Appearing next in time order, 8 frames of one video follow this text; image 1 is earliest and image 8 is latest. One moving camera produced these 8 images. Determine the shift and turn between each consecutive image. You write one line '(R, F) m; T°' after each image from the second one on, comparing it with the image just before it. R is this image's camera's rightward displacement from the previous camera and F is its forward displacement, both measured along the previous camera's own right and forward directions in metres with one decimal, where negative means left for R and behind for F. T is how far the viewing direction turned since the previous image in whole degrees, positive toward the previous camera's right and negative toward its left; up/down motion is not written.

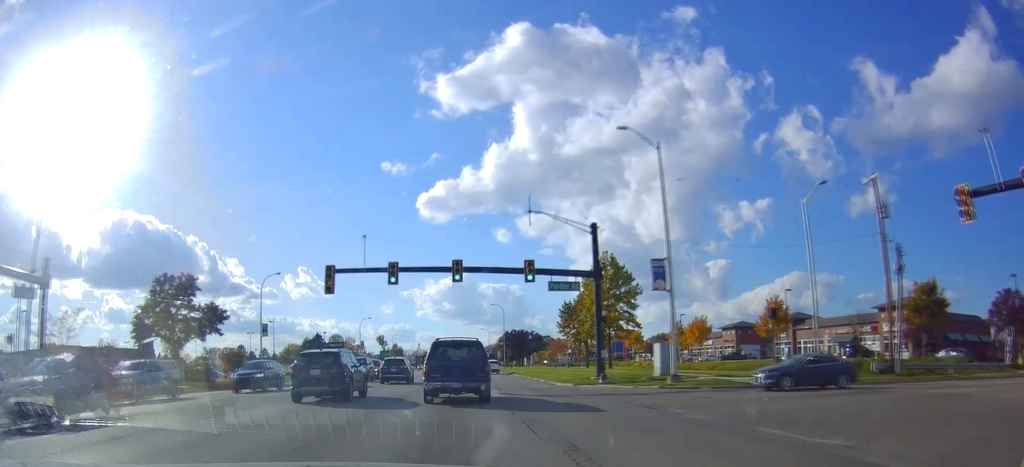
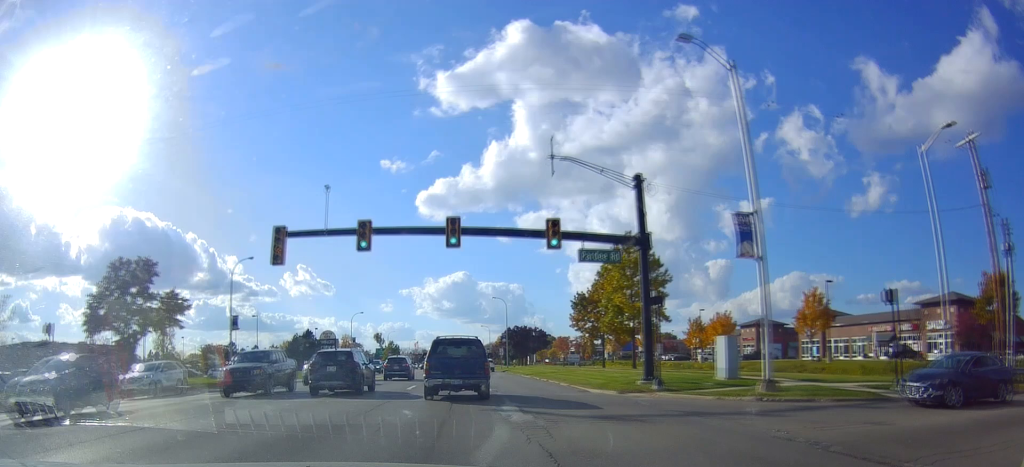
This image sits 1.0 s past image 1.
(-0.3, +8.4) m; -2°
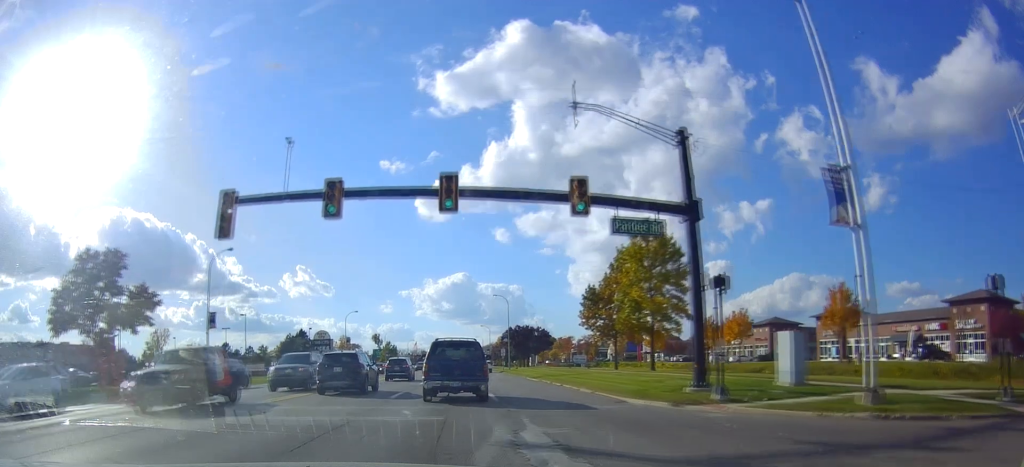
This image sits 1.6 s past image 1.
(0.0, +5.2) m; 0°
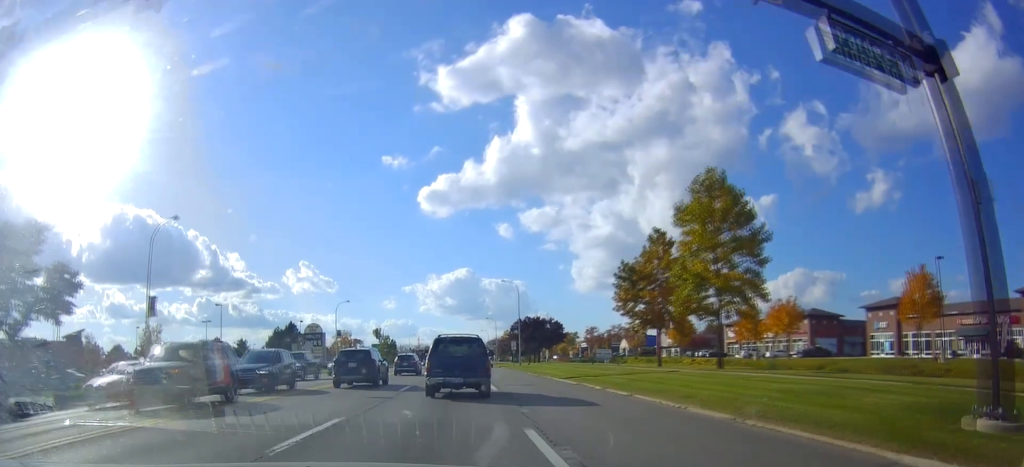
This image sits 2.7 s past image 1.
(0.0, +11.9) m; -1°
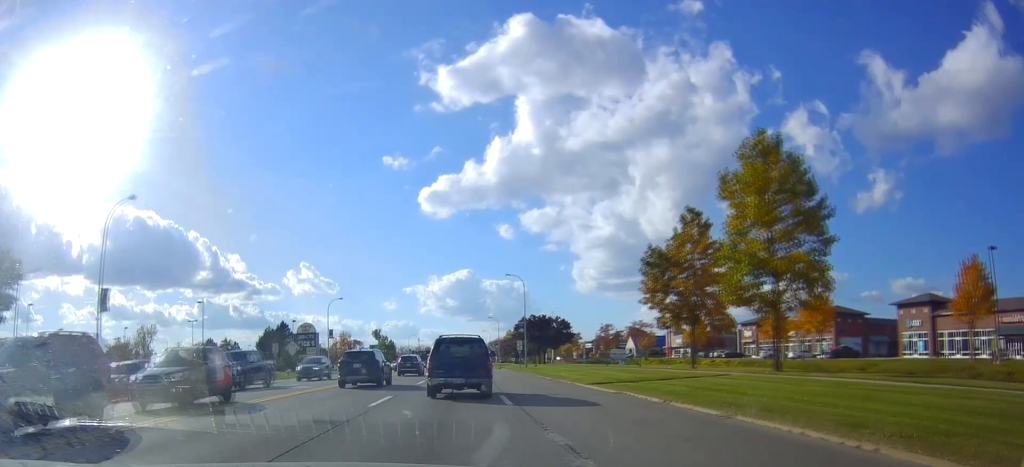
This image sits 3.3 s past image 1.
(+0.1, +6.8) m; -2°
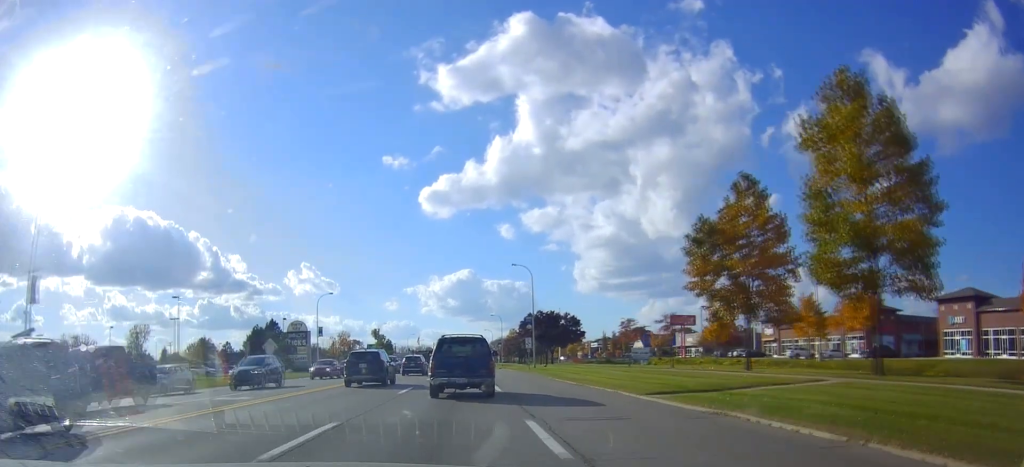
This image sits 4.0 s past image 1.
(-0.3, +8.1) m; 0°
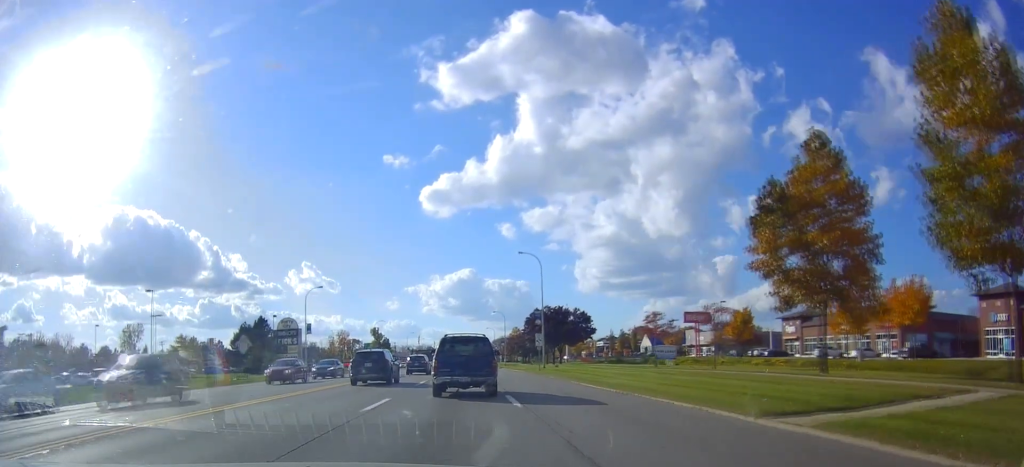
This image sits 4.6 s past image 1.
(-0.1, +7.5) m; 0°
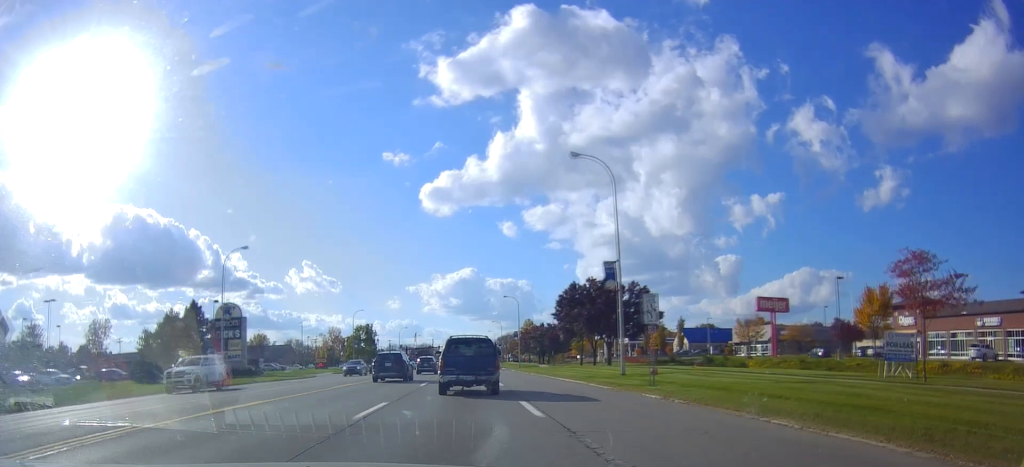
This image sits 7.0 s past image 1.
(-0.3, +31.6) m; -2°
